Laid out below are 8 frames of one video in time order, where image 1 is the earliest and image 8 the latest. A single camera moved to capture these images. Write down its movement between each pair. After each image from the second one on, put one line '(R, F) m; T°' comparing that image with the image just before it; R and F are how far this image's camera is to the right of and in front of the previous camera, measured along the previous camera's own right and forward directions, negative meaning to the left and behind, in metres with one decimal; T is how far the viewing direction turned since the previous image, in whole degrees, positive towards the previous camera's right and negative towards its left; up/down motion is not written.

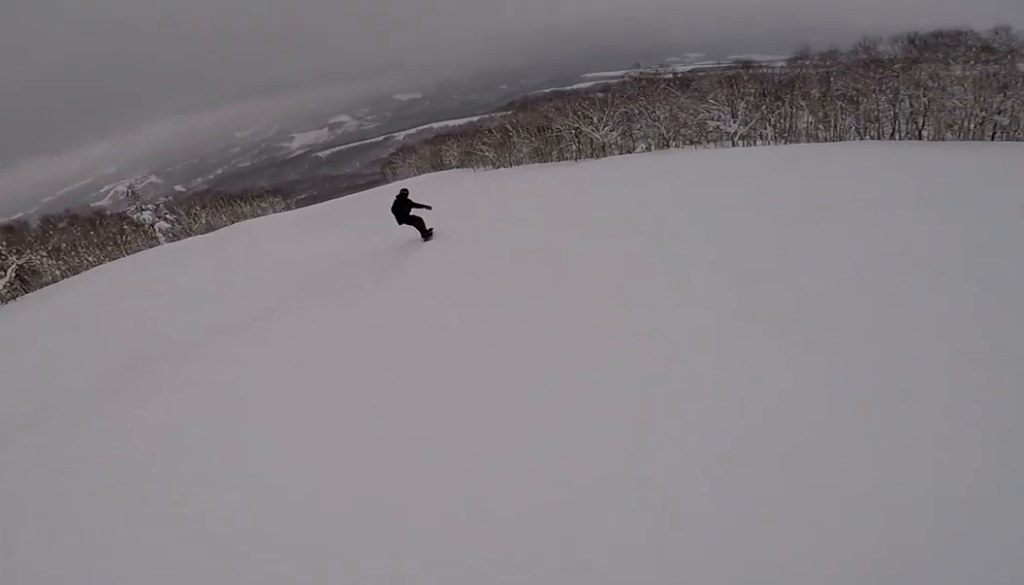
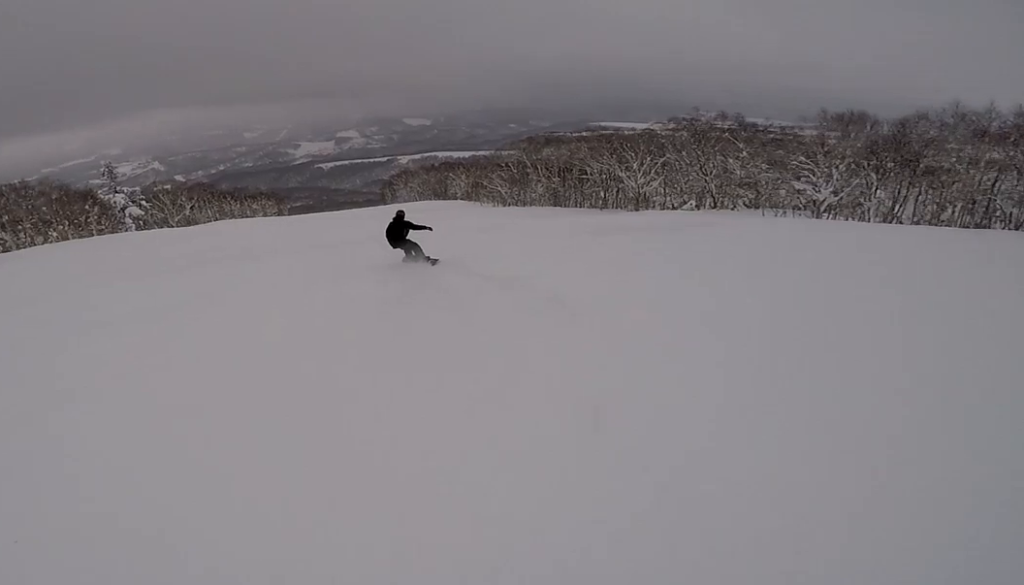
(+0.1, +9.0) m; +6°
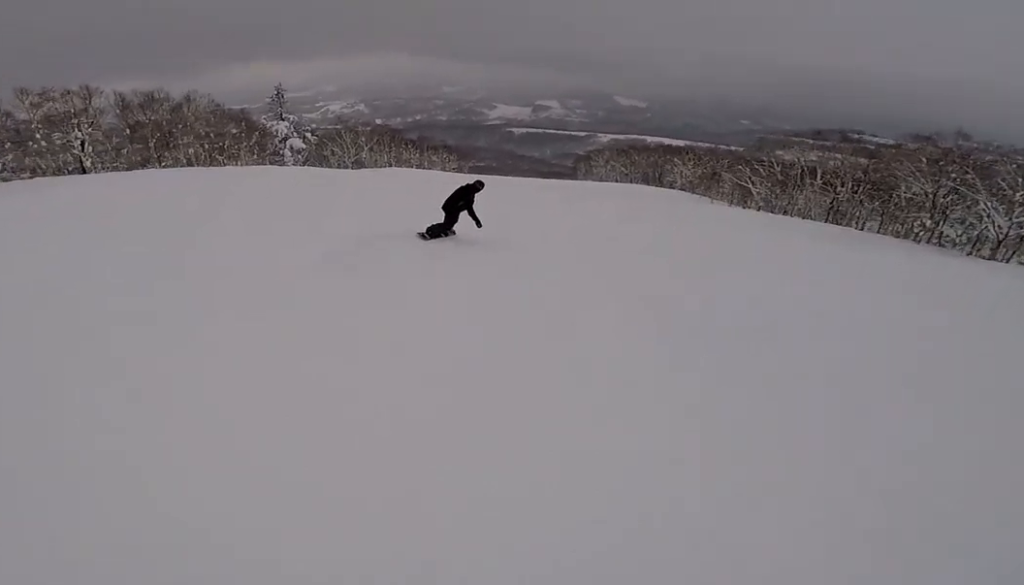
(+1.0, +15.1) m; -2°
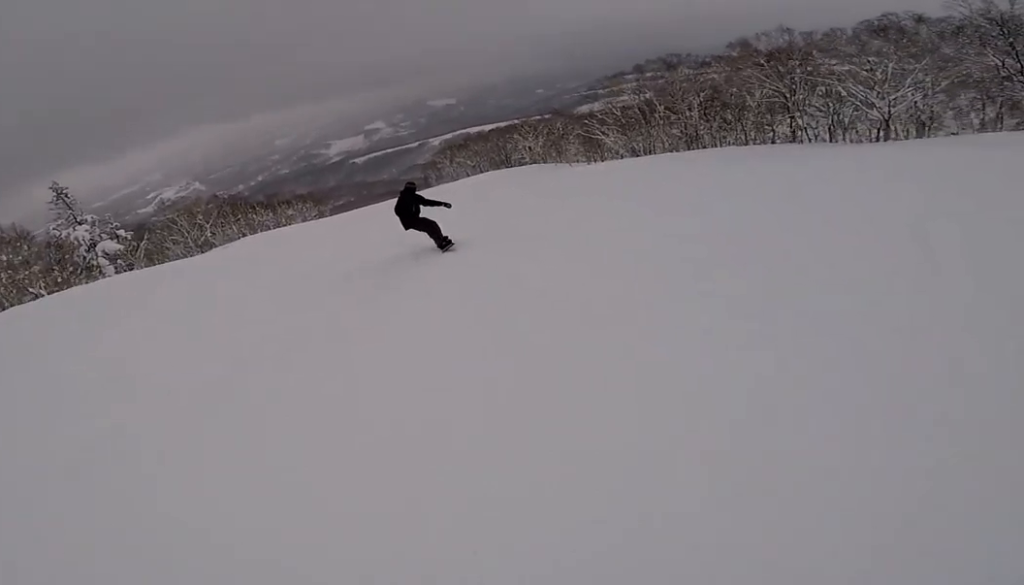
(-0.8, +9.9) m; -5°
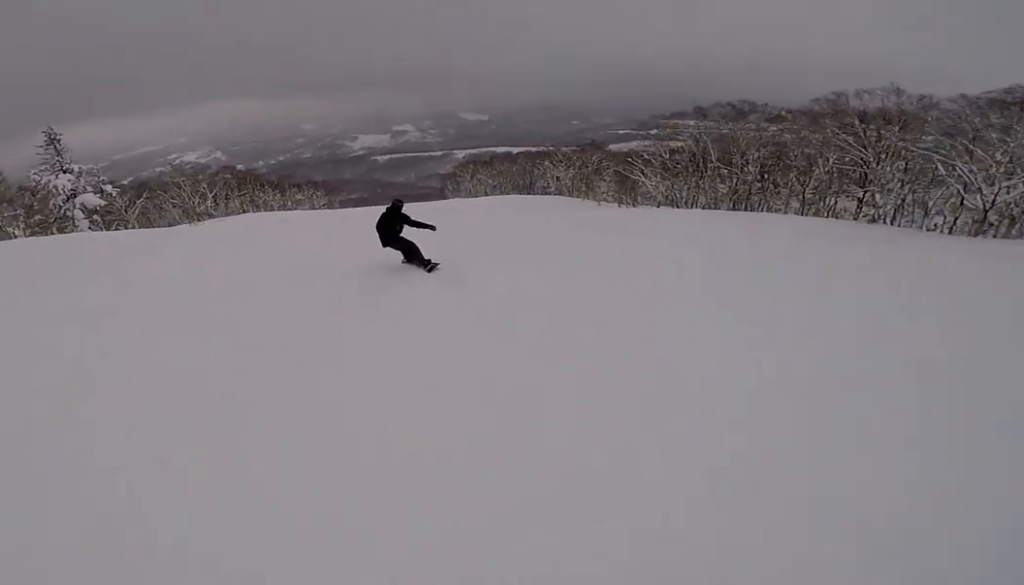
(0.0, +5.0) m; -1°
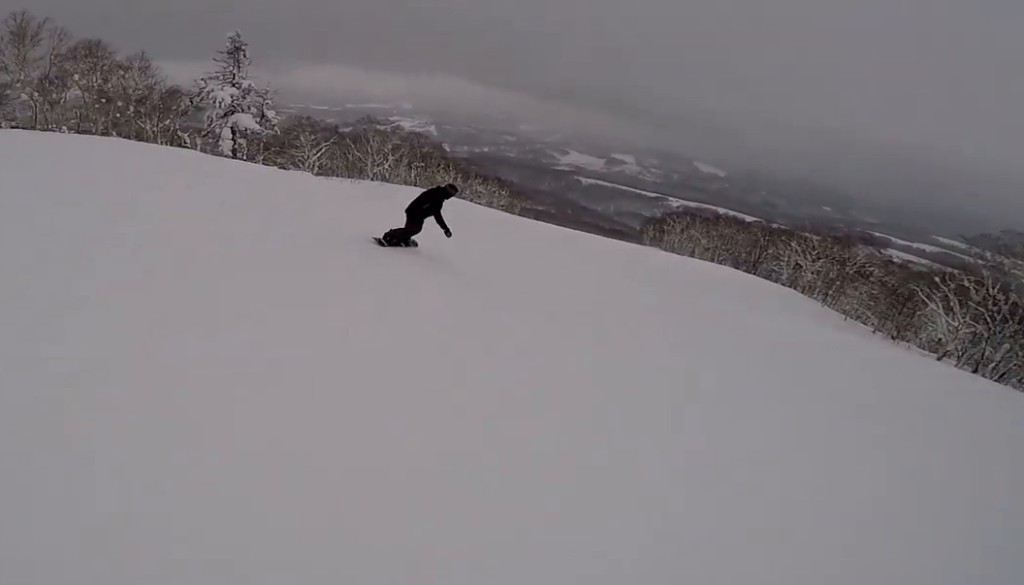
(-0.2, +11.5) m; +1°
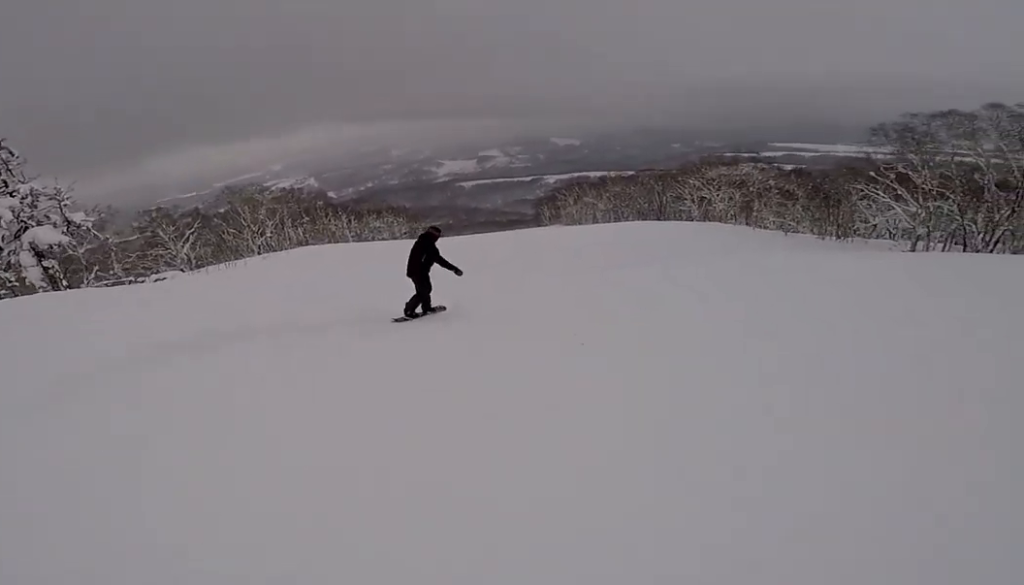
(-0.1, +8.7) m; +3°
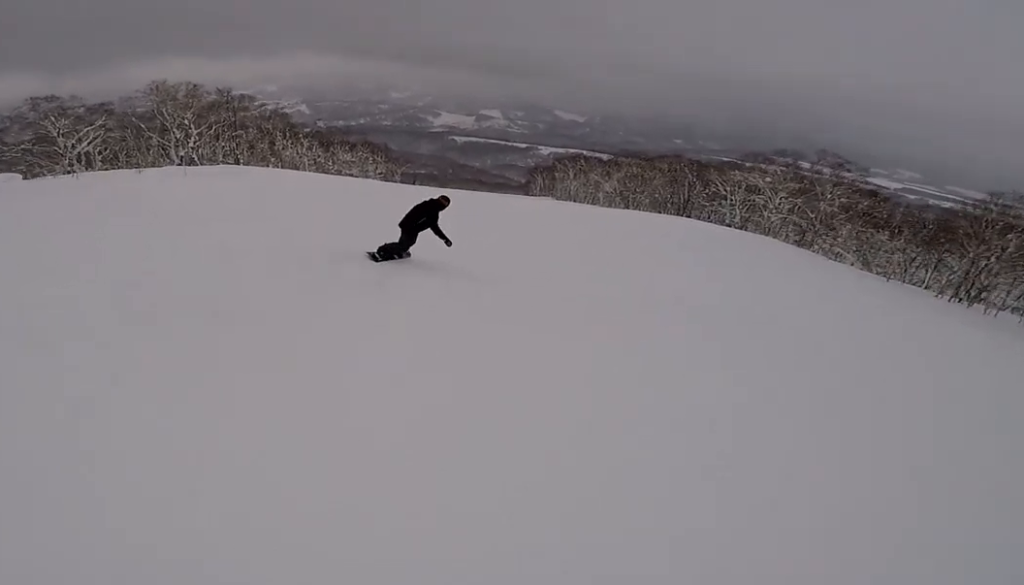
(+0.6, +18.9) m; -1°
